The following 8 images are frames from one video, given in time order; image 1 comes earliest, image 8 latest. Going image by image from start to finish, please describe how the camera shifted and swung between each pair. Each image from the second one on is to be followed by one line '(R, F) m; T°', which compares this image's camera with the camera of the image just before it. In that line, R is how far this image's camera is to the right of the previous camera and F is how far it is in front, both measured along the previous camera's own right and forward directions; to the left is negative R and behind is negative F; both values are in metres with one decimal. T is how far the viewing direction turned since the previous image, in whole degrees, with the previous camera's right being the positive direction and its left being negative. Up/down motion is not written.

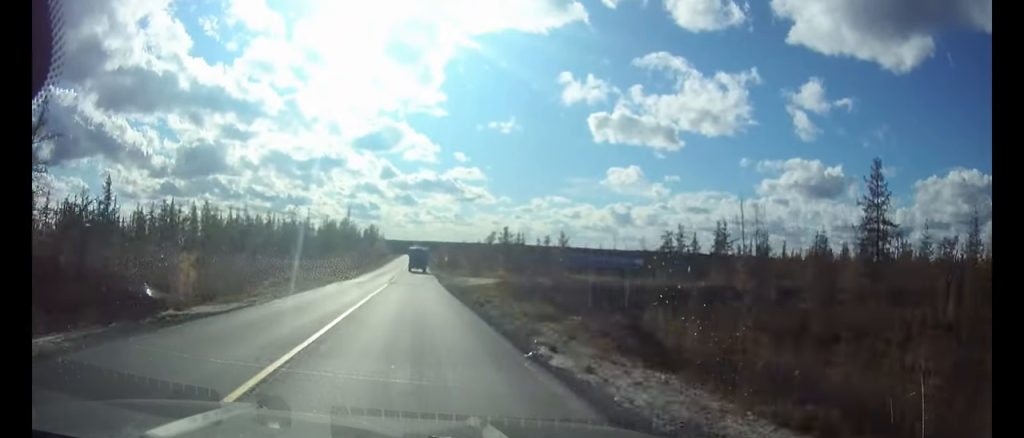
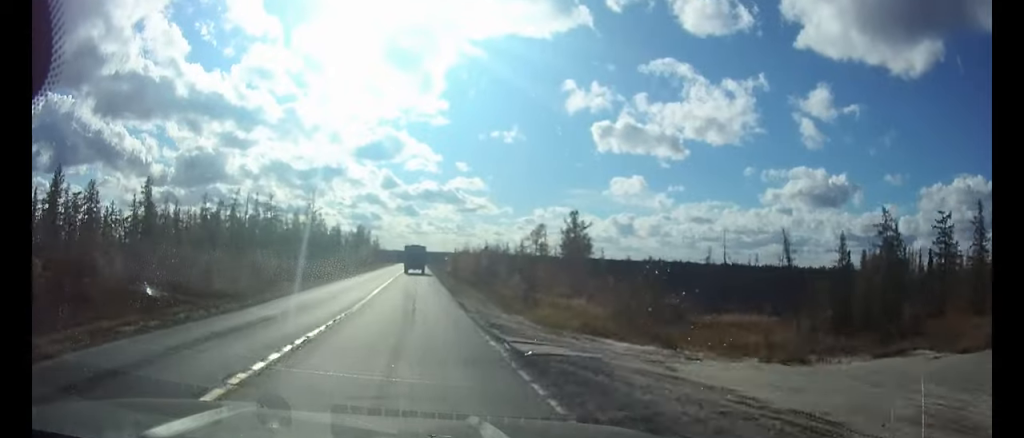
(0.0, +55.8) m; 0°
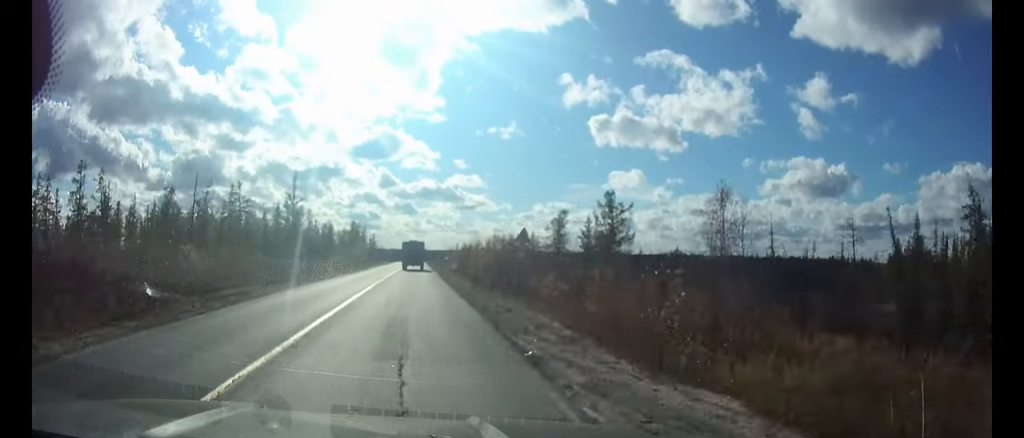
(0.0, +14.2) m; 0°
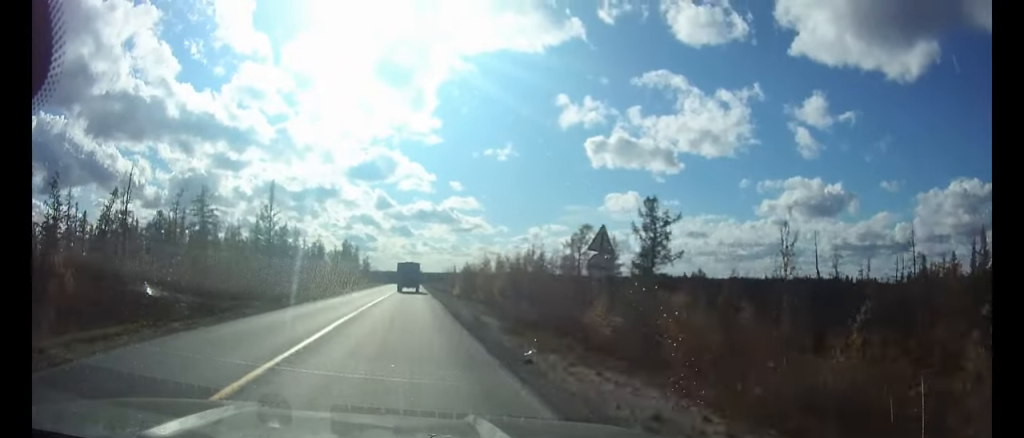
(0.0, +12.2) m; 0°
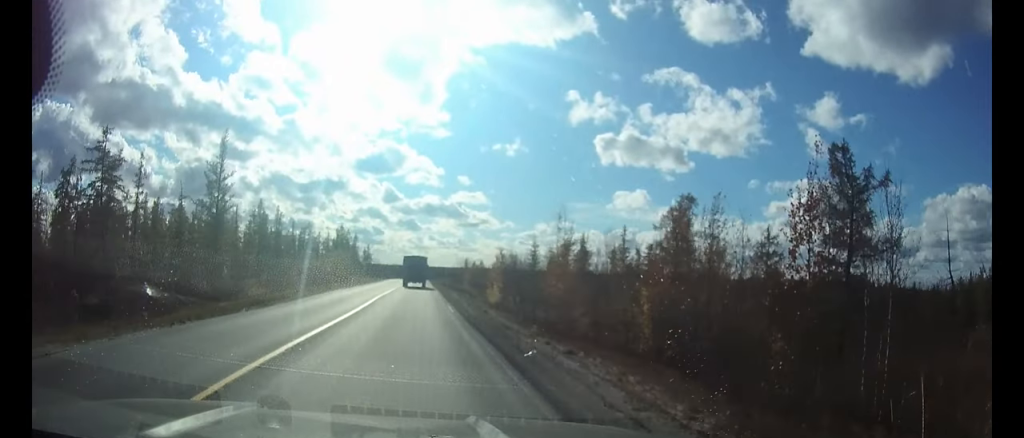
(-0.1, +22.9) m; 0°
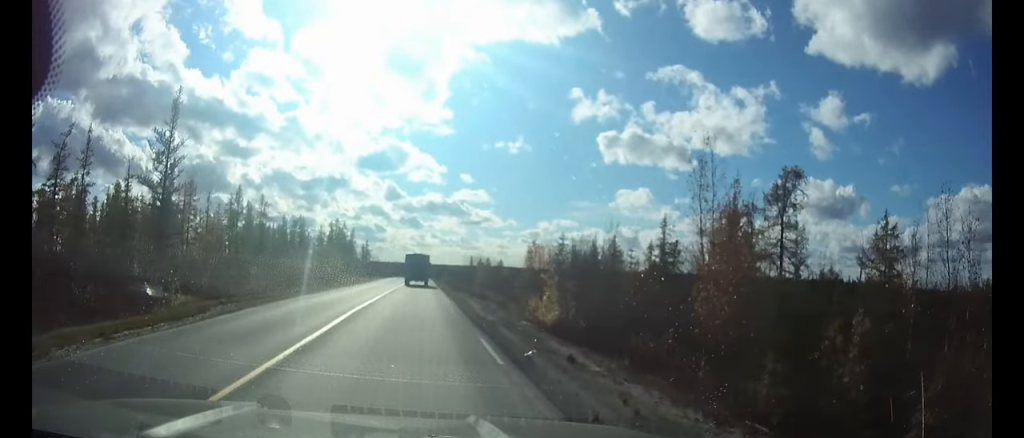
(0.0, +12.8) m; 0°
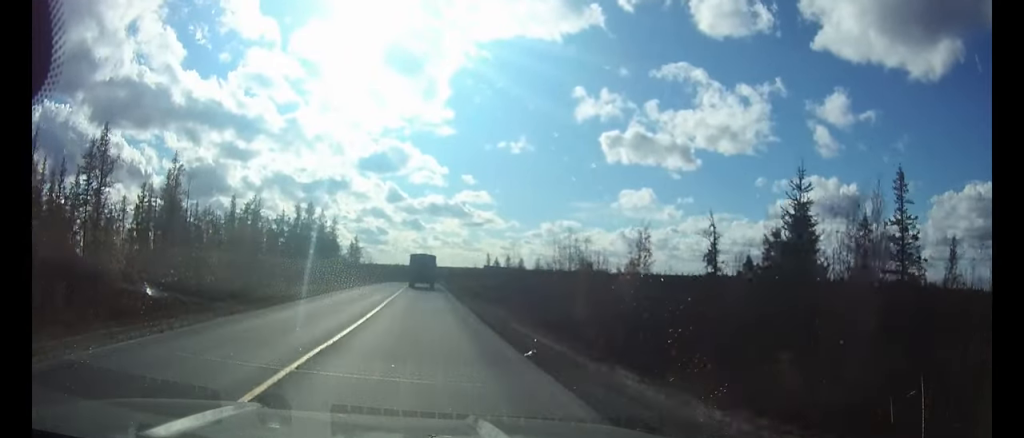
(-0.1, +37.4) m; 0°
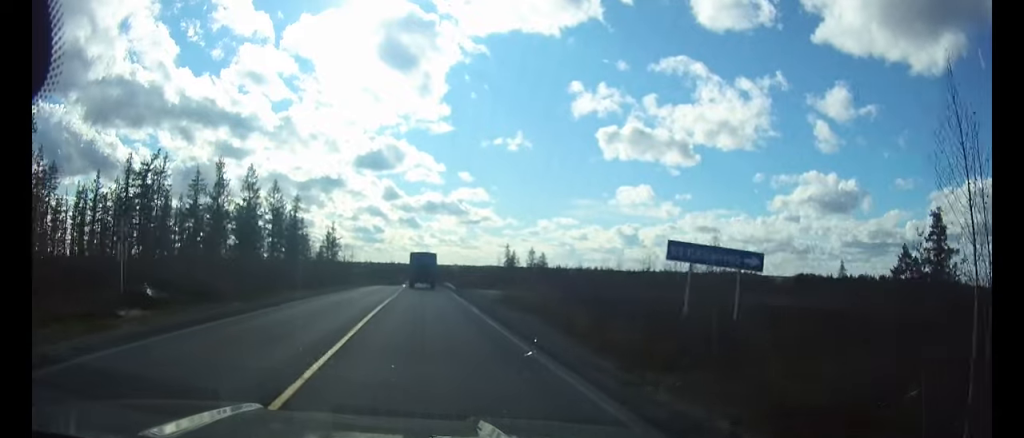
(+0.2, +31.8) m; +1°
